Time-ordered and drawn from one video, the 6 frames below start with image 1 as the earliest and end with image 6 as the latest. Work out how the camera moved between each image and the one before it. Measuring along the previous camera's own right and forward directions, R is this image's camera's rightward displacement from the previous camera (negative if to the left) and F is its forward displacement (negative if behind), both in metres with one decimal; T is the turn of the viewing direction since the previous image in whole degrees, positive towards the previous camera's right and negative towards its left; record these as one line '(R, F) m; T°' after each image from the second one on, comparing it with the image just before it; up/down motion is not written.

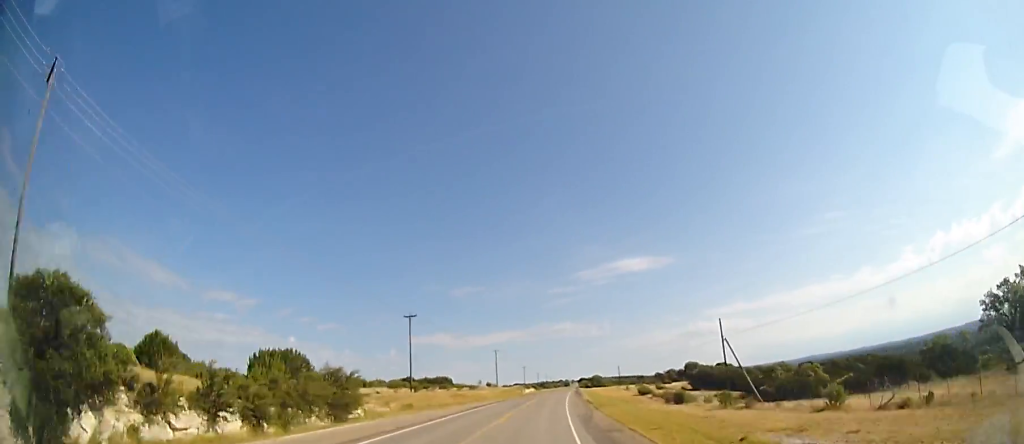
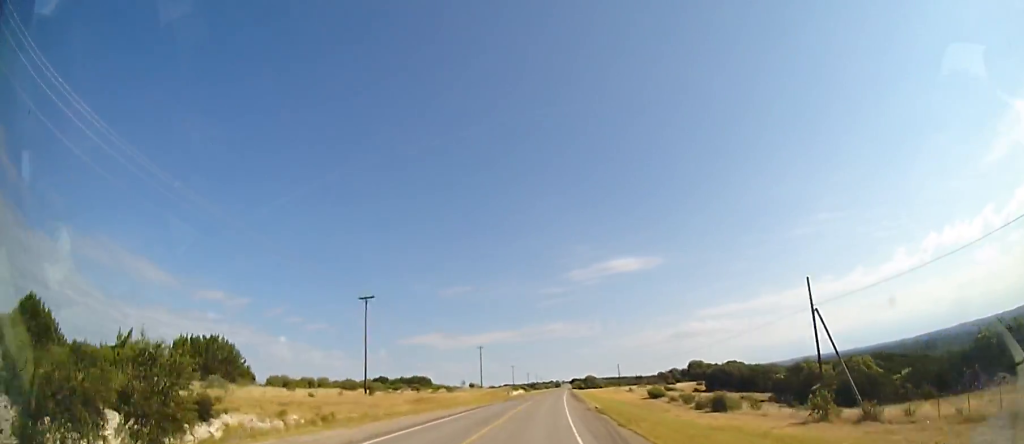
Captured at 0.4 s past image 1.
(+0.3, +14.1) m; +1°
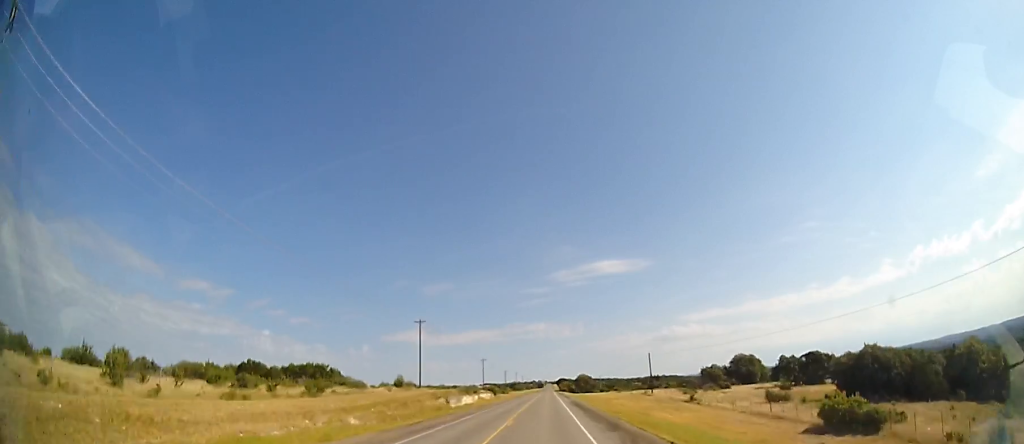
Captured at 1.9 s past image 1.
(+1.4, +46.6) m; +2°
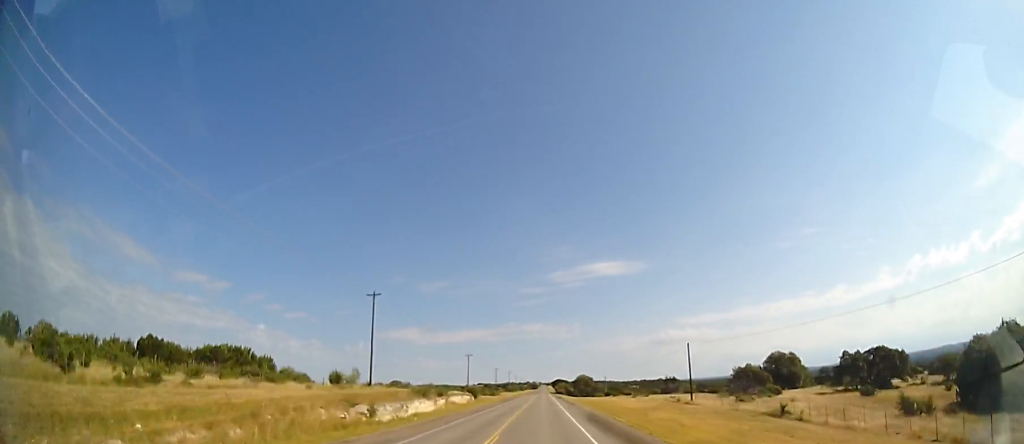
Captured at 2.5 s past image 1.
(+0.1, +19.5) m; +1°
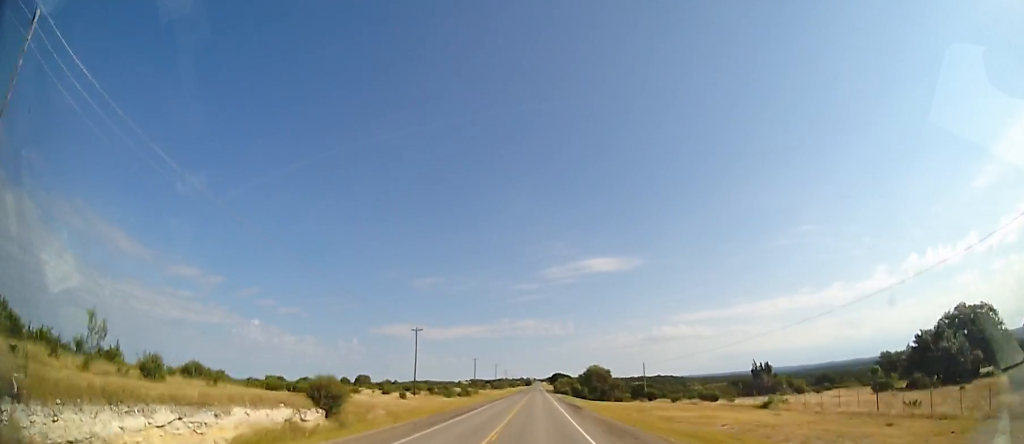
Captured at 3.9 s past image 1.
(+0.9, +47.1) m; +1°
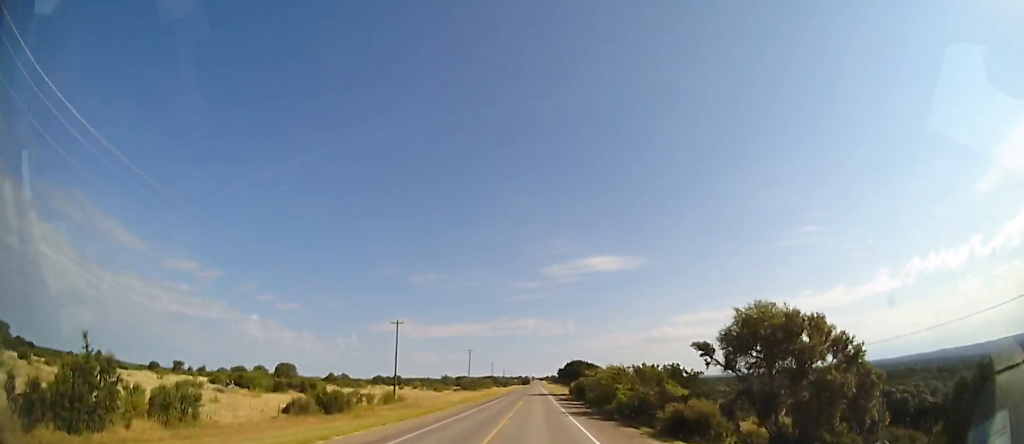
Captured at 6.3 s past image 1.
(-0.7, +80.2) m; 0°
